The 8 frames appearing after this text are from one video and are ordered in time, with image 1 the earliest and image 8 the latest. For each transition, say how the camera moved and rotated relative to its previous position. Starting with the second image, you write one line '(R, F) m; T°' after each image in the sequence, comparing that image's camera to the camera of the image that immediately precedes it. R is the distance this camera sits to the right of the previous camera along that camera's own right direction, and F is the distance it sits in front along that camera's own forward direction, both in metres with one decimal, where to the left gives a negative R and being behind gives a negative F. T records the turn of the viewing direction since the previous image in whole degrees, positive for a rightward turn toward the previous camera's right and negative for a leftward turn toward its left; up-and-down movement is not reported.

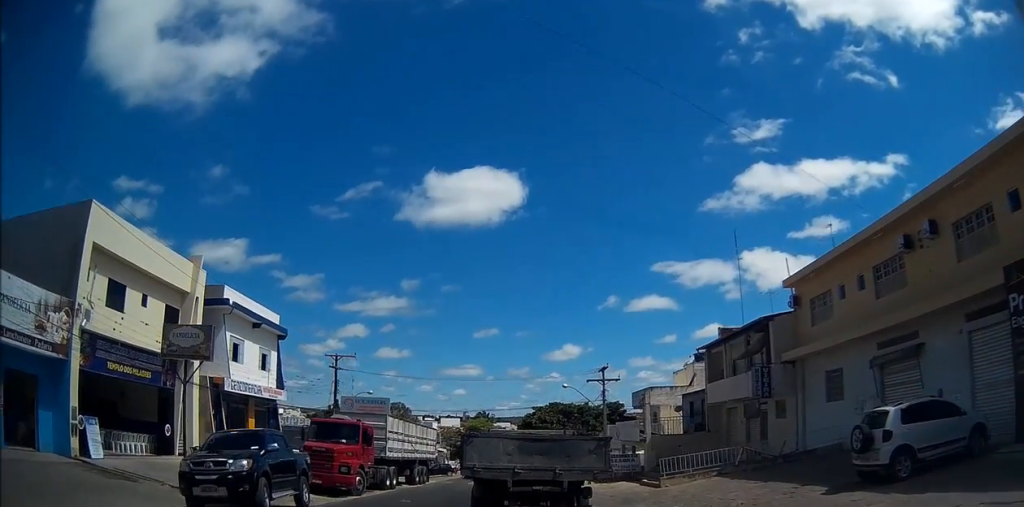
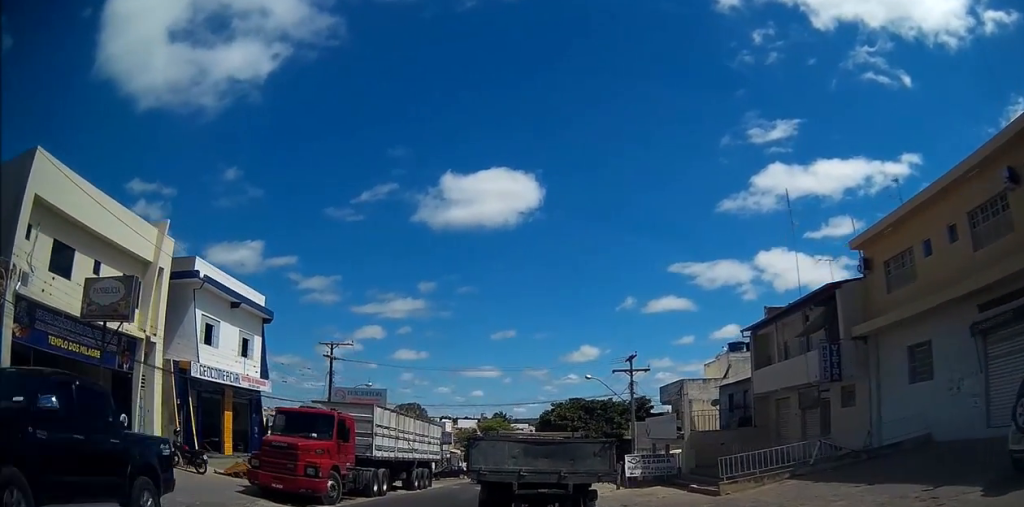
(-0.2, +4.6) m; 0°
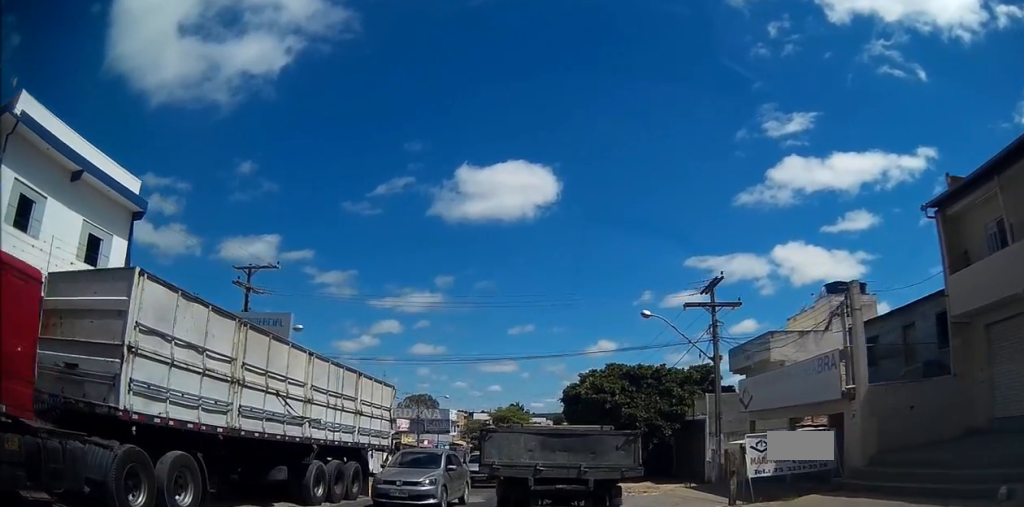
(+0.1, +14.6) m; -1°
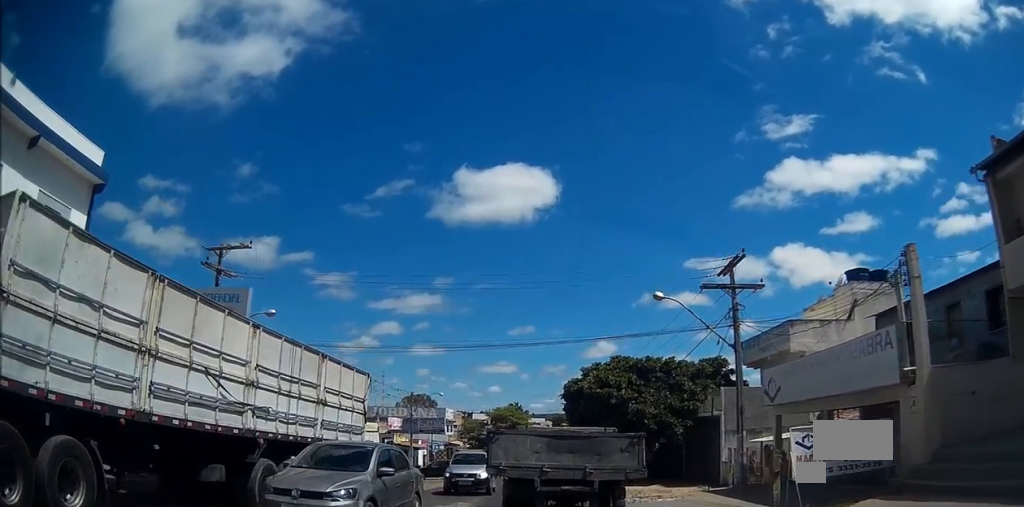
(+0.1, +3.1) m; 0°
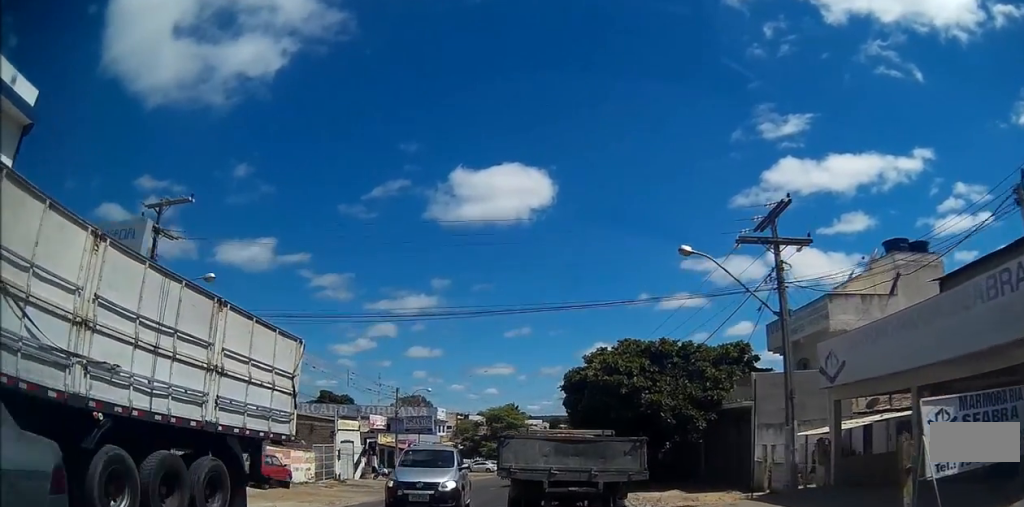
(-0.3, +5.1) m; -2°
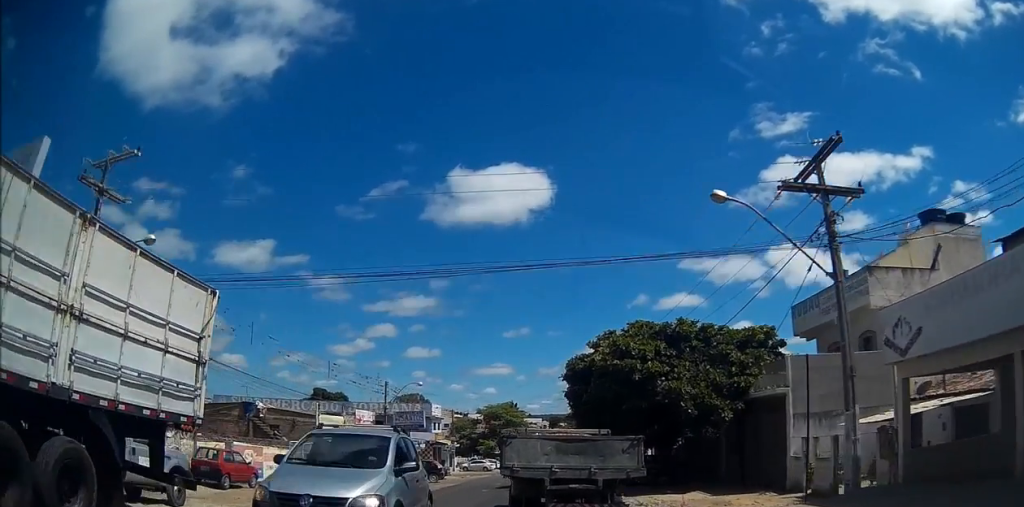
(+0.1, +3.5) m; +1°
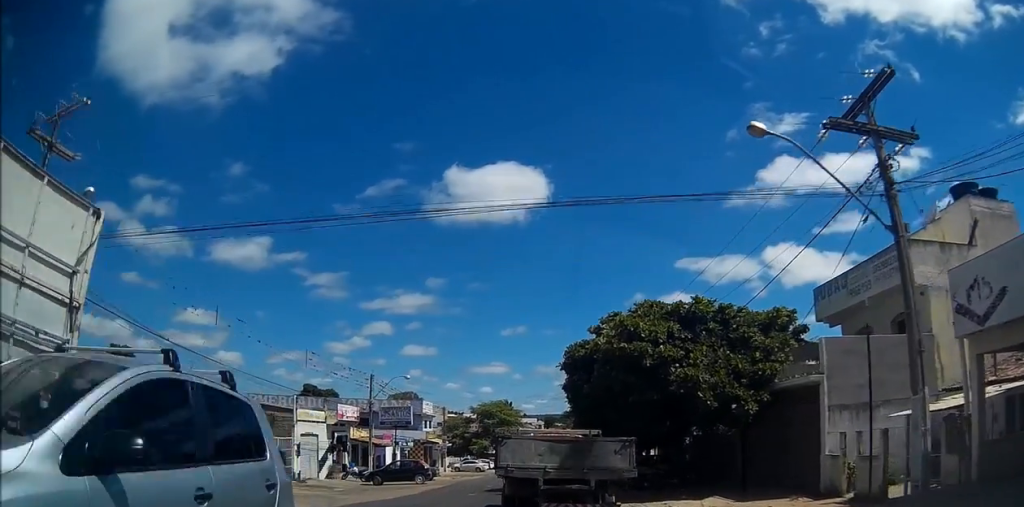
(0.0, +2.8) m; +1°
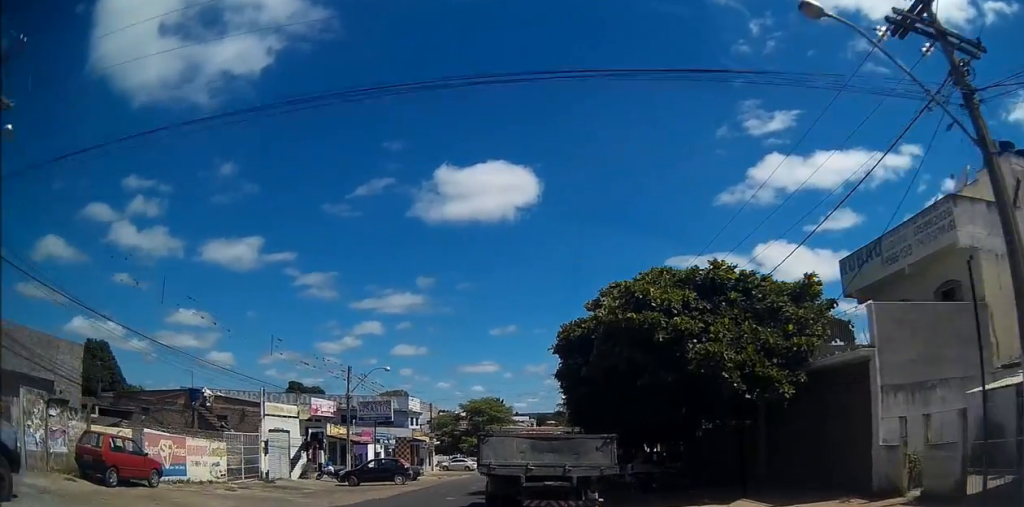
(0.0, +3.3) m; +2°
